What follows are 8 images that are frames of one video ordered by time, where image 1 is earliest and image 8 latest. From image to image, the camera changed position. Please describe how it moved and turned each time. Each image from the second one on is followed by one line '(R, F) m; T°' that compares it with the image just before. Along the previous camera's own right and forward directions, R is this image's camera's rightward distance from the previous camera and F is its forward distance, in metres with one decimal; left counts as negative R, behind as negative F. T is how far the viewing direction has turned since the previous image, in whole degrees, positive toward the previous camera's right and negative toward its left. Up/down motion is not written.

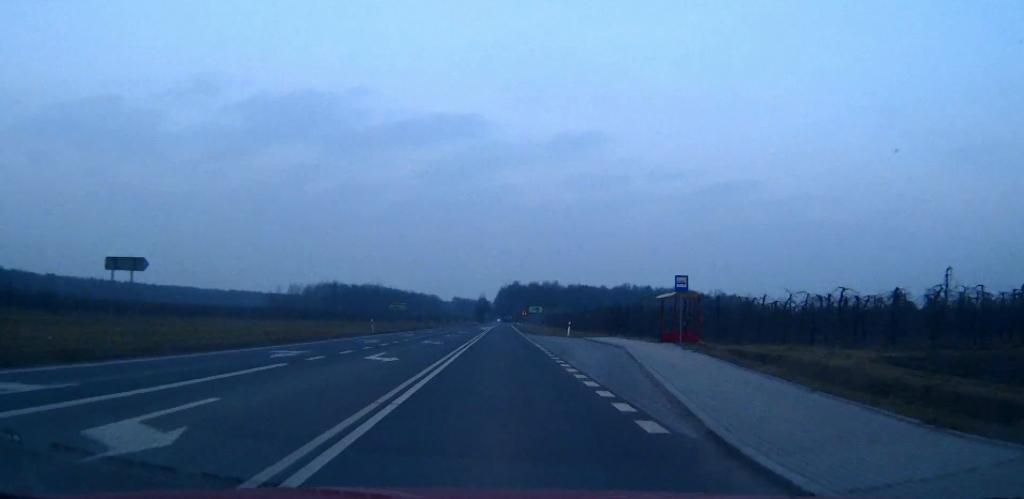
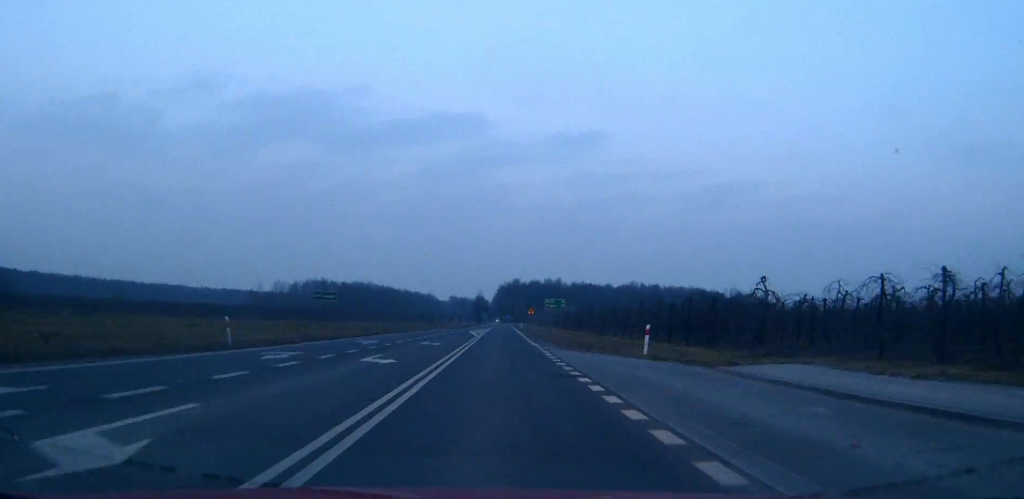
(0.0, +30.4) m; 0°
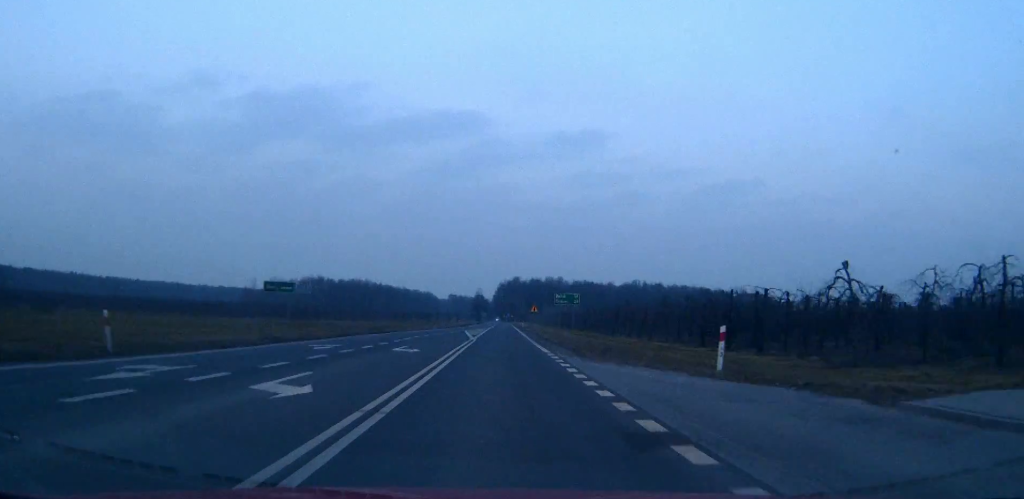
(0.0, +8.9) m; 0°
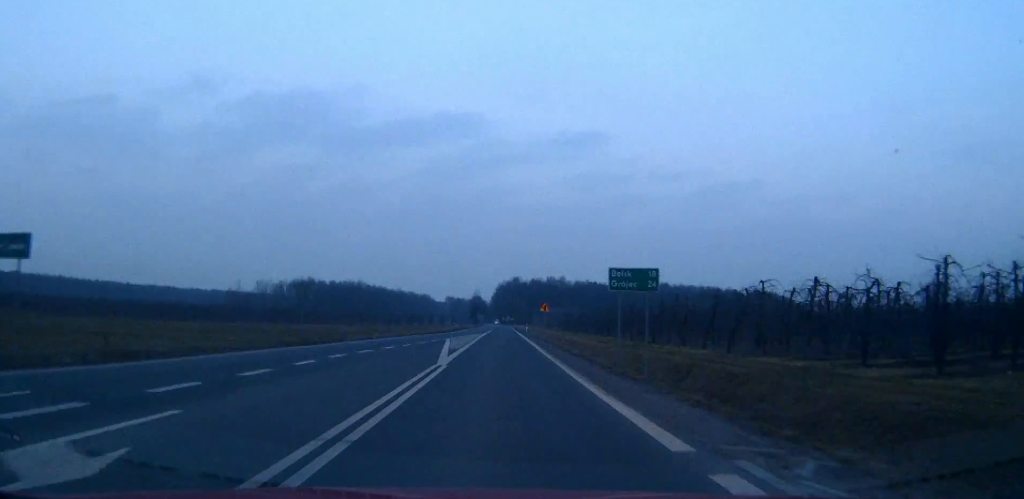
(0.0, +21.0) m; 0°
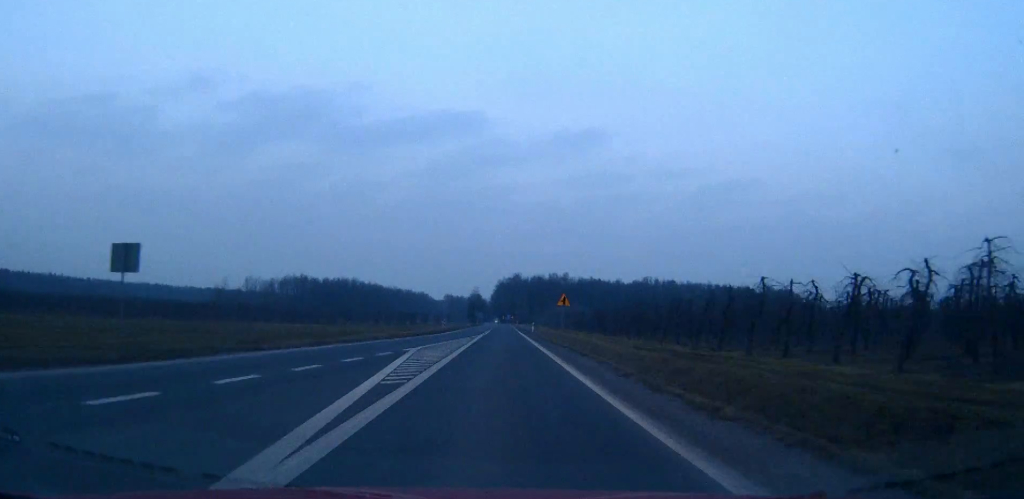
(0.0, +17.9) m; 0°
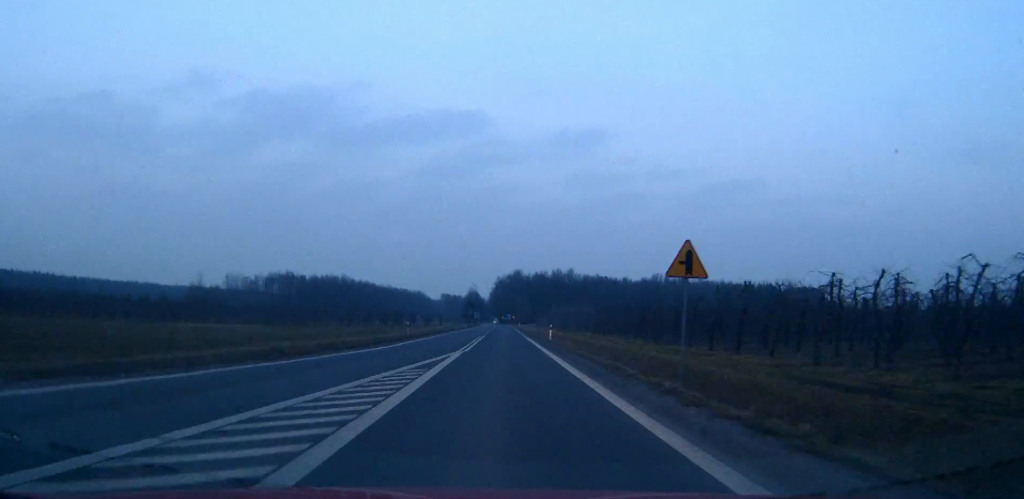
(0.0, +27.8) m; 0°
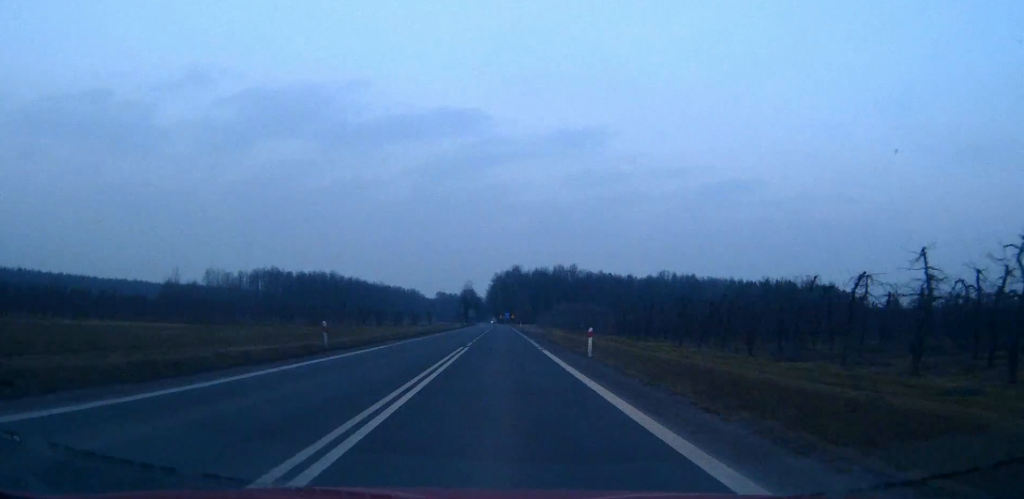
(0.0, +22.7) m; 0°
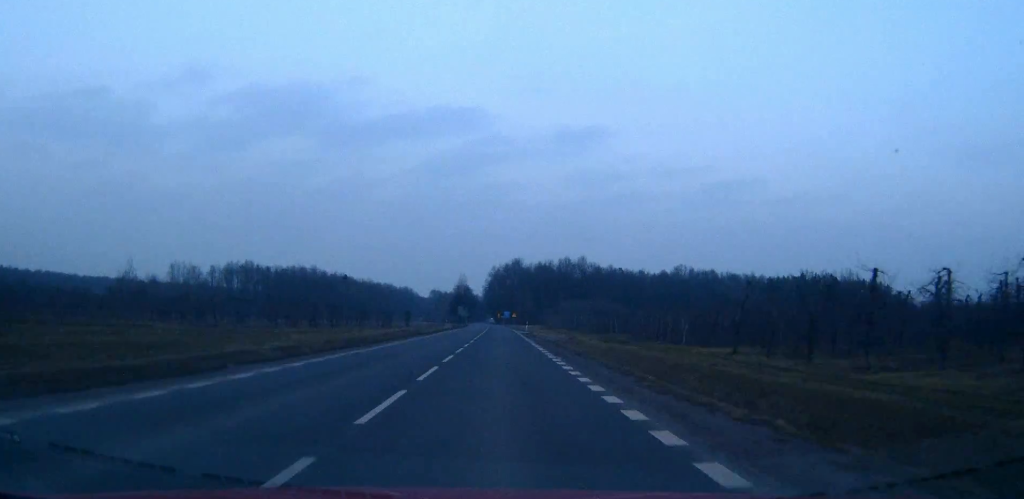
(+0.1, +37.2) m; 0°
